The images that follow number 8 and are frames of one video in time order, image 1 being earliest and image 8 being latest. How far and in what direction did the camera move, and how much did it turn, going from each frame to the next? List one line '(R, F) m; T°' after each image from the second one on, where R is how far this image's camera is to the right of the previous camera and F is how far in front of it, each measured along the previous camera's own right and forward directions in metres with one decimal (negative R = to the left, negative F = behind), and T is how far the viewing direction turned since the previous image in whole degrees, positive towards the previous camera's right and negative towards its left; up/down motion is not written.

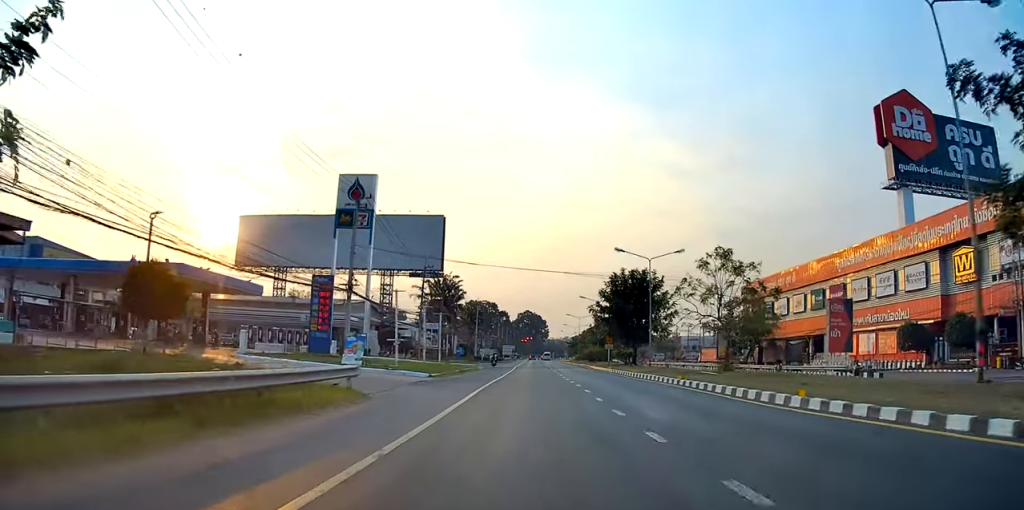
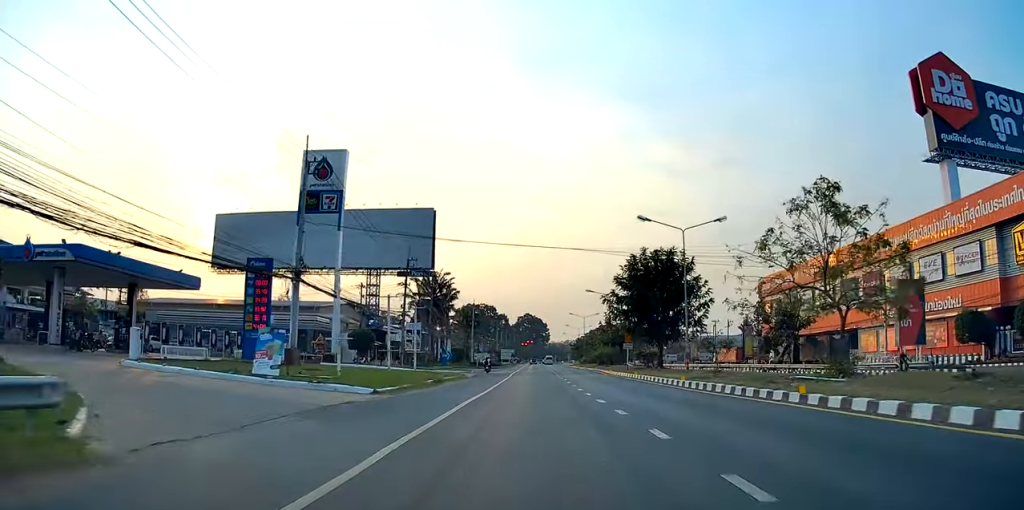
(0.0, +12.3) m; 0°
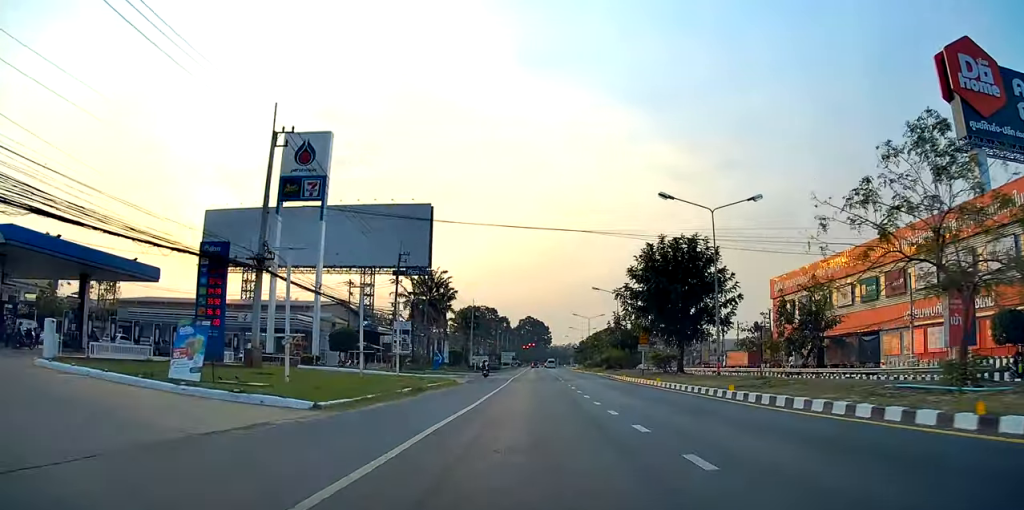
(0.0, +6.1) m; 0°
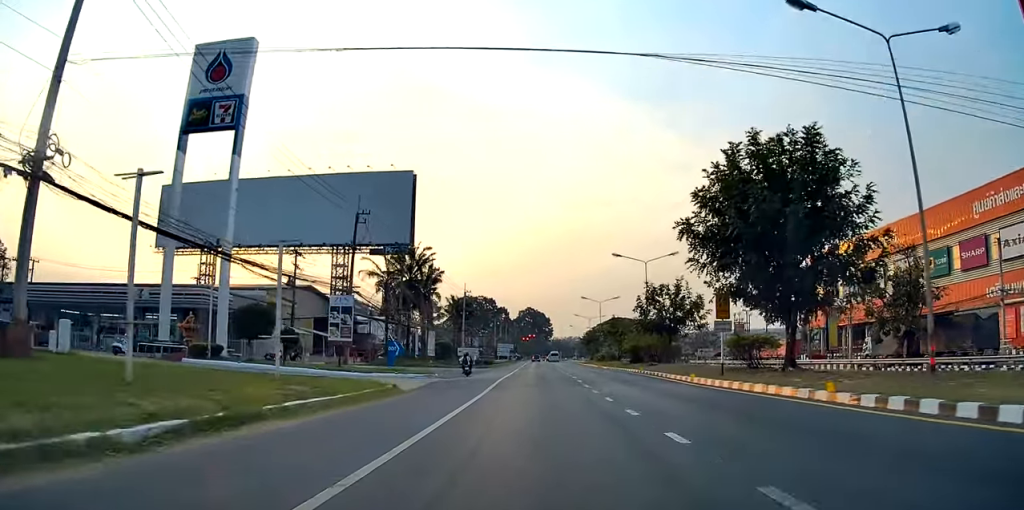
(0.0, +18.9) m; -1°
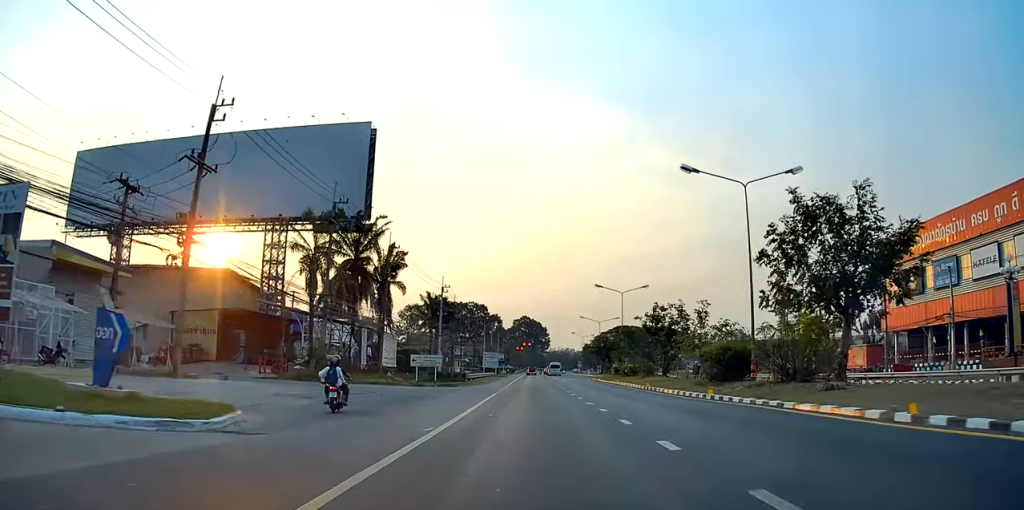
(+0.7, +27.5) m; +4°
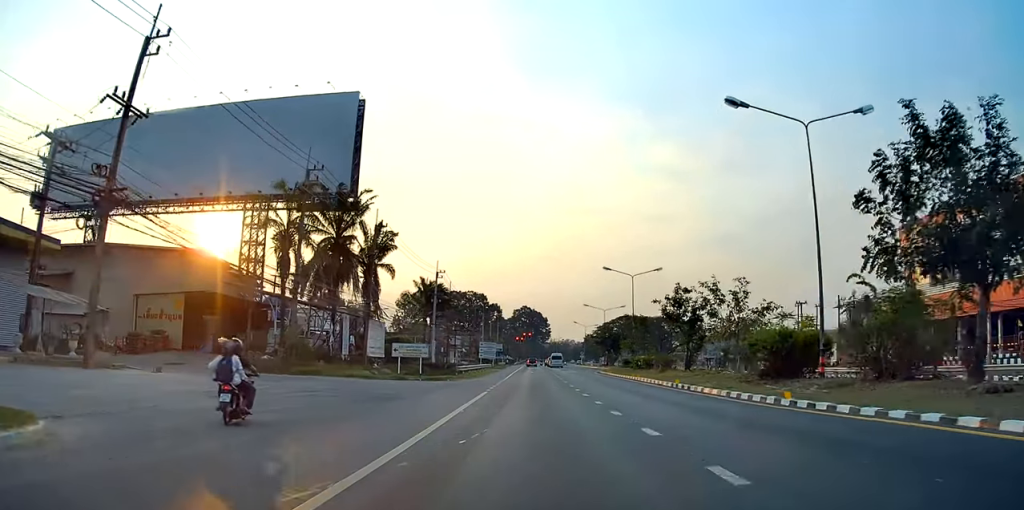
(0.0, +6.7) m; 0°
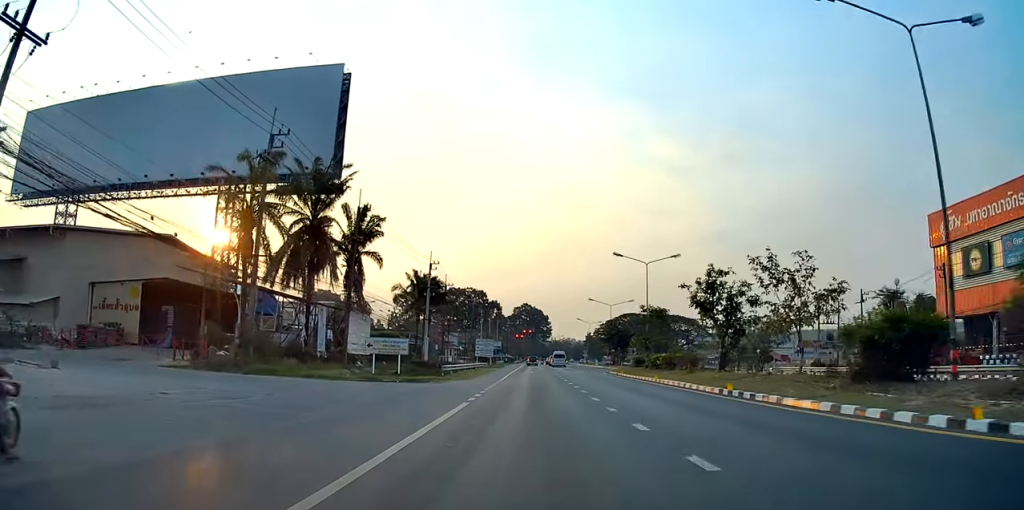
(0.0, +7.5) m; 0°
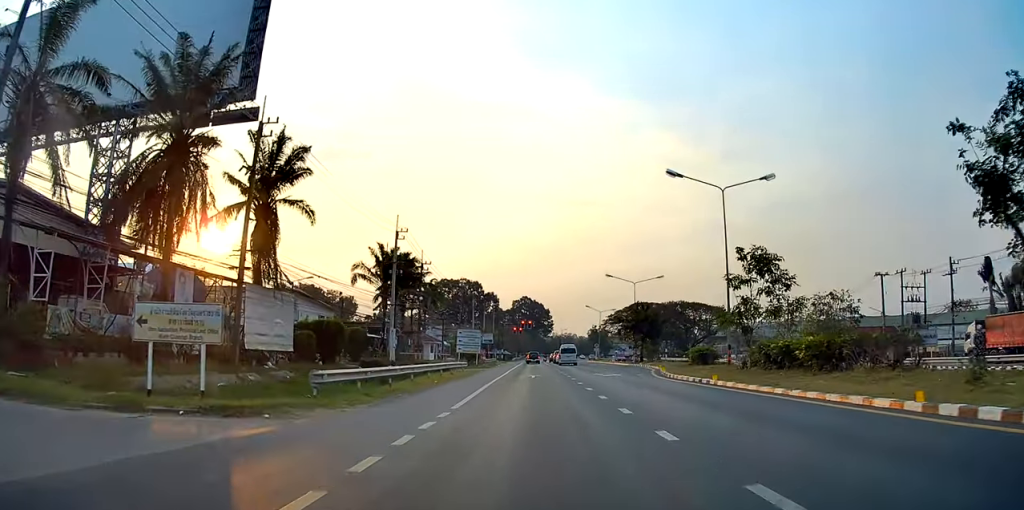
(-0.2, +23.0) m; -2°
